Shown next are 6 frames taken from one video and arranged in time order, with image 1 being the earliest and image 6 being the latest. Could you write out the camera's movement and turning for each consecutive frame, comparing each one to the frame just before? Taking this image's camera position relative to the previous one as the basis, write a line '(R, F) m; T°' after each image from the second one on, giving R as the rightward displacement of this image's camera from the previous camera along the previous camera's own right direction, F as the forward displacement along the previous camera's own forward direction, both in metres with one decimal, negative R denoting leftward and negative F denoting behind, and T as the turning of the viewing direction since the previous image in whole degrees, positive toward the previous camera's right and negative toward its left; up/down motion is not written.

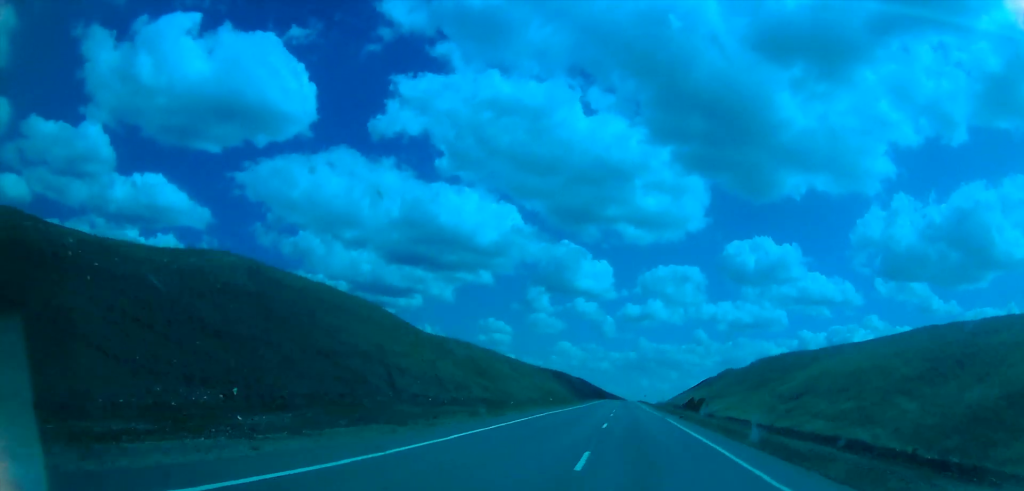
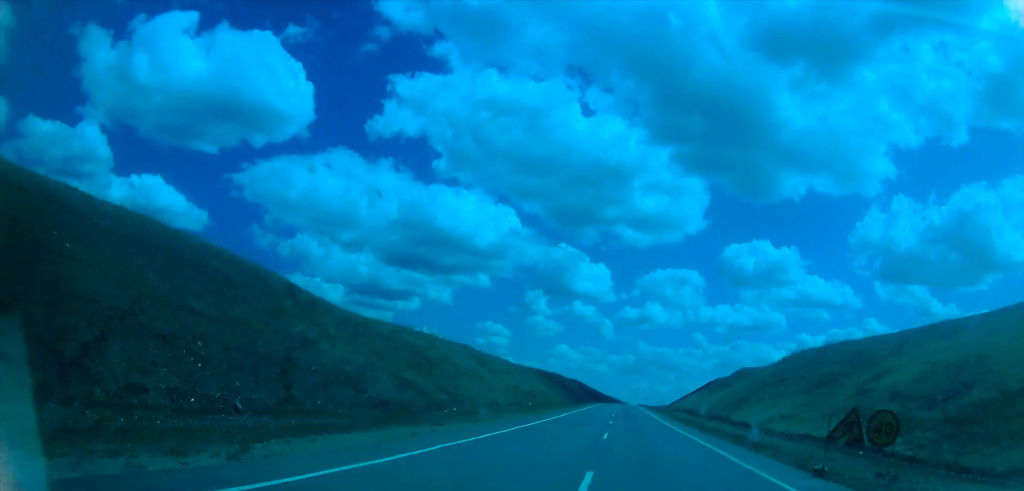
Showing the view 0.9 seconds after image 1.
(0.0, +26.8) m; 0°
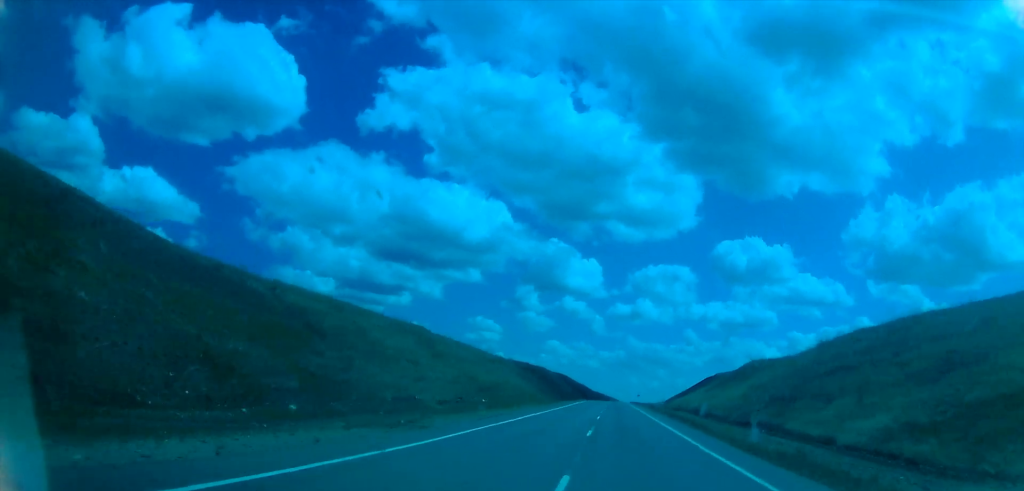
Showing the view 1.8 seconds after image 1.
(0.0, +25.3) m; 0°
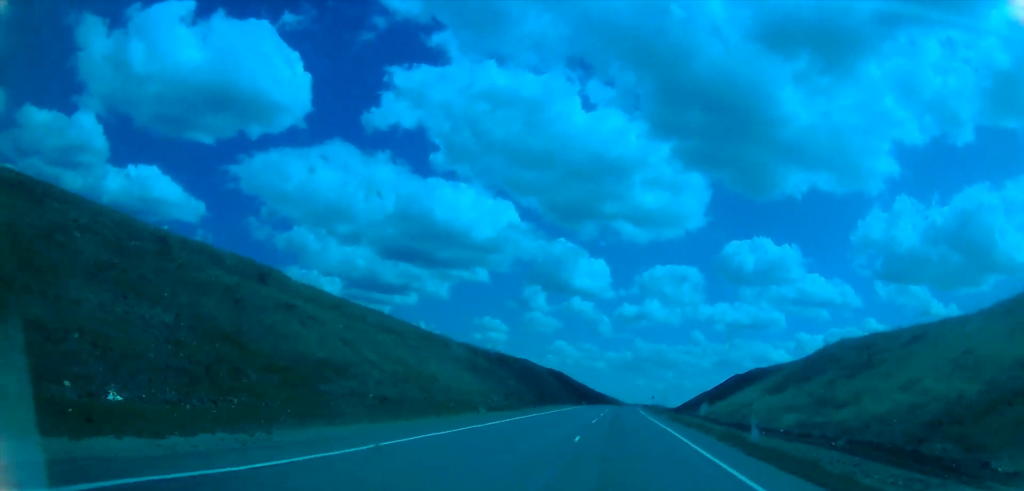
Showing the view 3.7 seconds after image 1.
(+0.9, +51.2) m; -1°
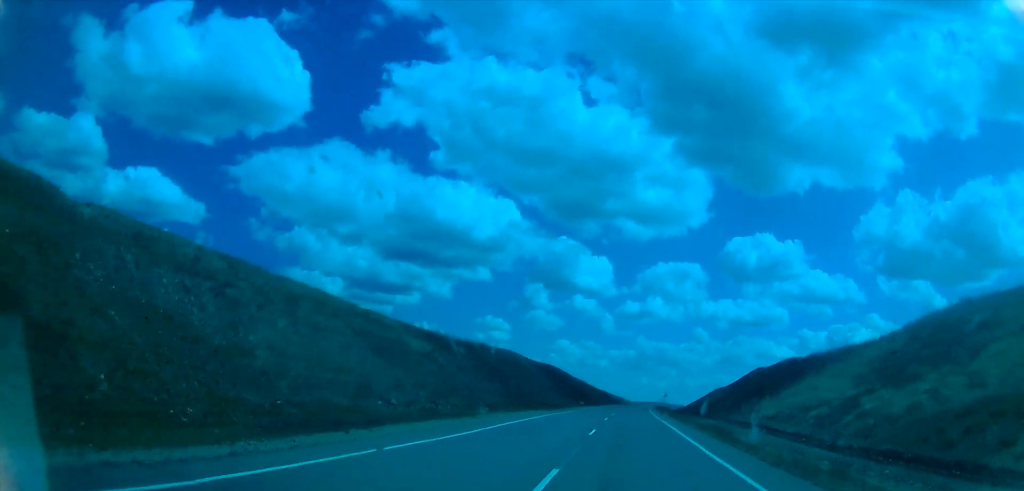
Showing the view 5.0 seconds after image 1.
(-1.2, +31.9) m; 0°
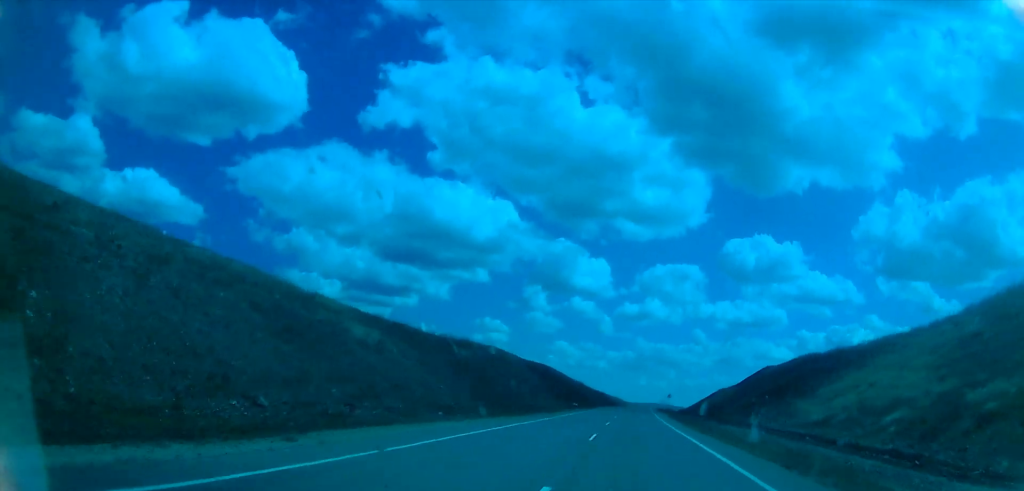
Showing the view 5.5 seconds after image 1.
(+0.2, +14.4) m; +2°
